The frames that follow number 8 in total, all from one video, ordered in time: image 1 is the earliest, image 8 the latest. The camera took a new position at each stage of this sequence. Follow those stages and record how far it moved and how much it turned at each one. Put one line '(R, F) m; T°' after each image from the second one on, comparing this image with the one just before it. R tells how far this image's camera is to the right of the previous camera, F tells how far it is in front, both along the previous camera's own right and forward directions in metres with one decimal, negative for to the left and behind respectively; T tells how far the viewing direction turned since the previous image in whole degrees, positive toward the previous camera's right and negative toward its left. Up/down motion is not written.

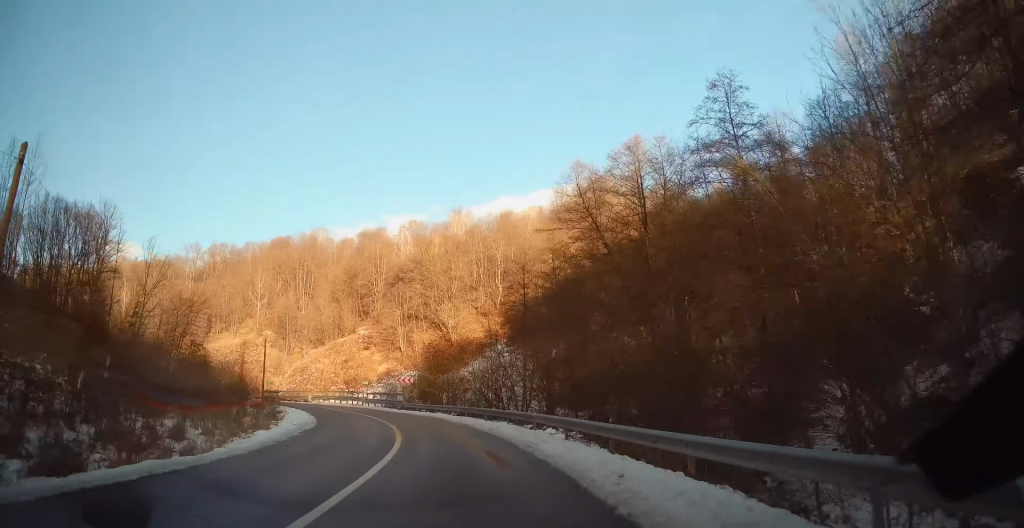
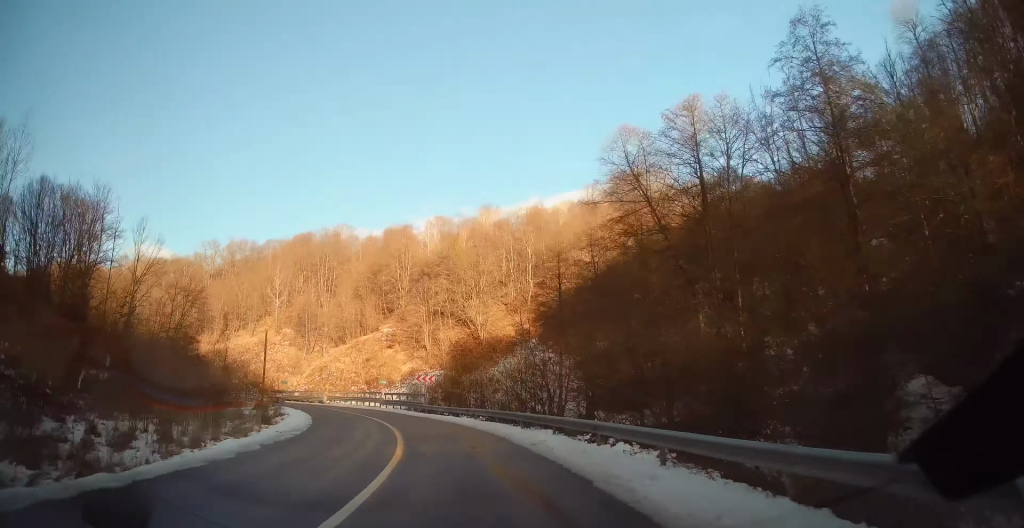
(-0.3, +6.1) m; -3°
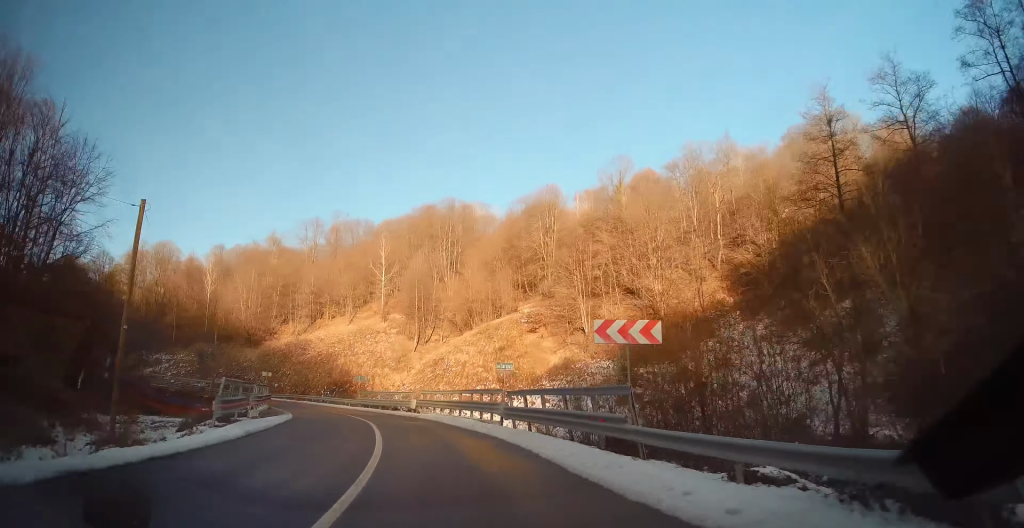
(-3.3, +28.5) m; -15°
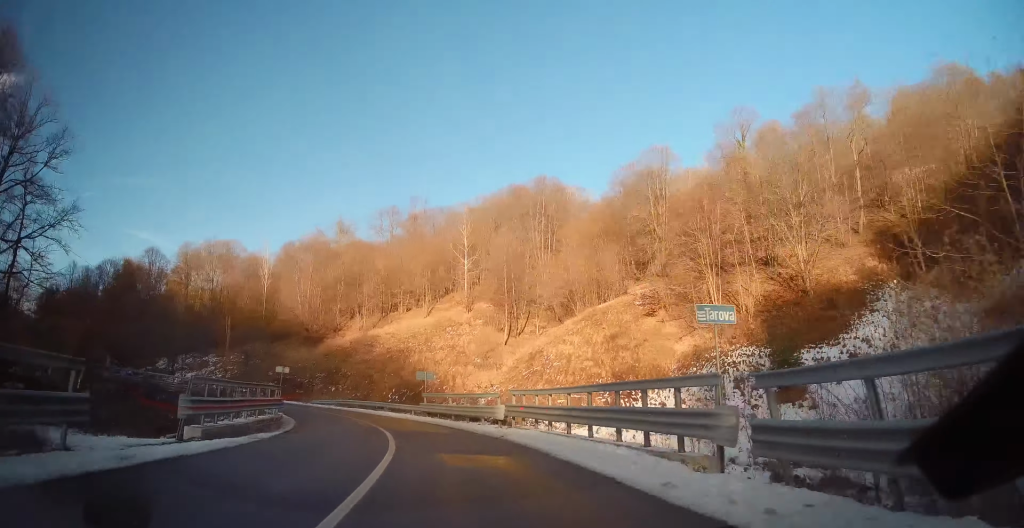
(-1.3, +13.7) m; -10°
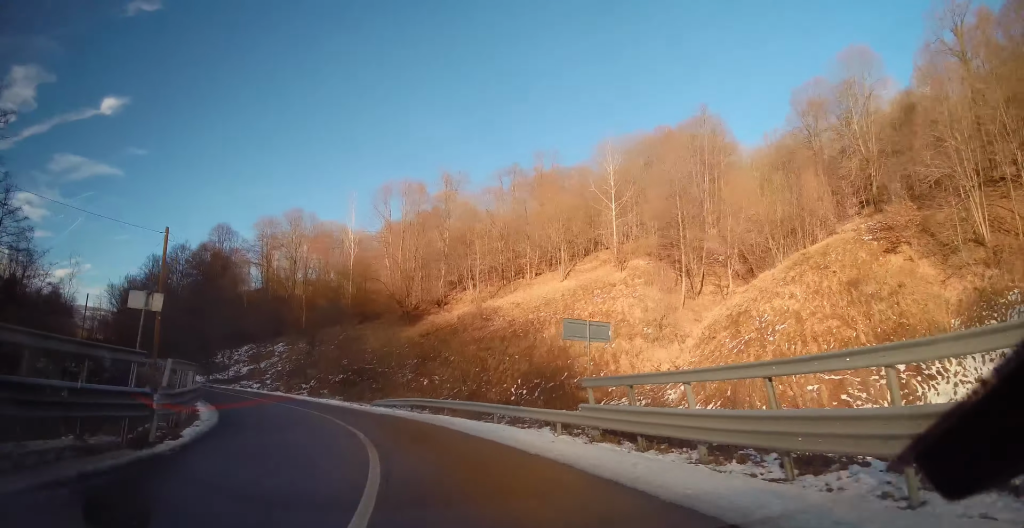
(-2.2, +20.8) m; -17°
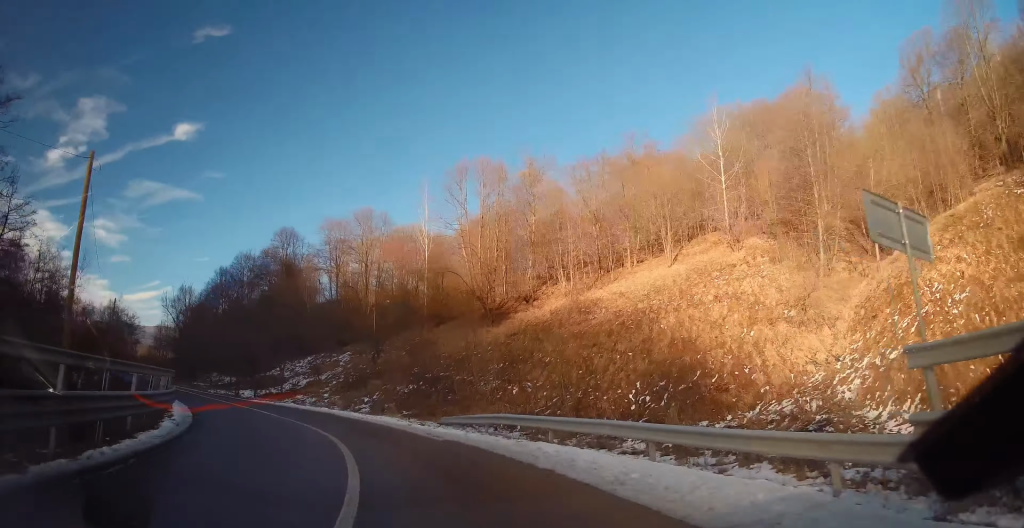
(-1.3, +8.3) m; -12°
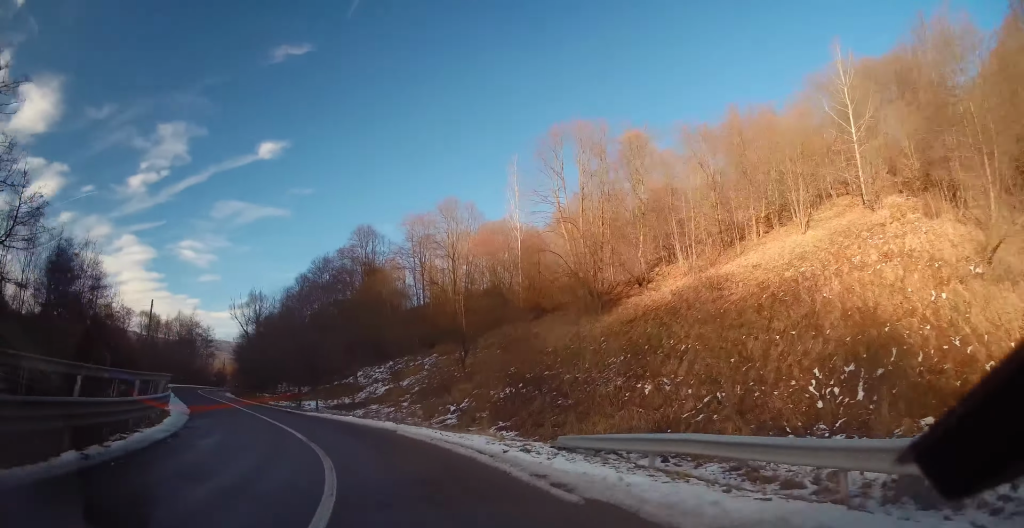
(-0.6, +7.8) m; -11°
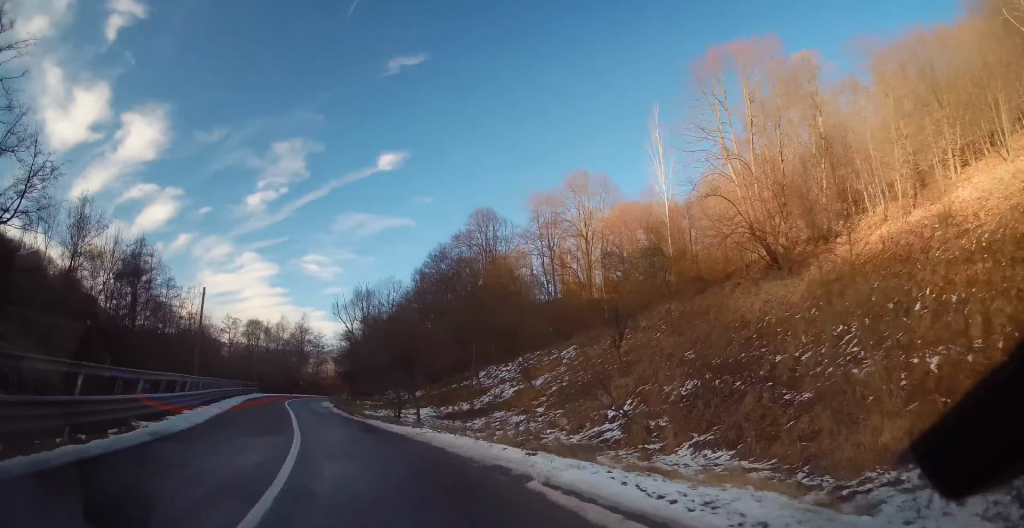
(-1.0, +10.2) m; -15°
